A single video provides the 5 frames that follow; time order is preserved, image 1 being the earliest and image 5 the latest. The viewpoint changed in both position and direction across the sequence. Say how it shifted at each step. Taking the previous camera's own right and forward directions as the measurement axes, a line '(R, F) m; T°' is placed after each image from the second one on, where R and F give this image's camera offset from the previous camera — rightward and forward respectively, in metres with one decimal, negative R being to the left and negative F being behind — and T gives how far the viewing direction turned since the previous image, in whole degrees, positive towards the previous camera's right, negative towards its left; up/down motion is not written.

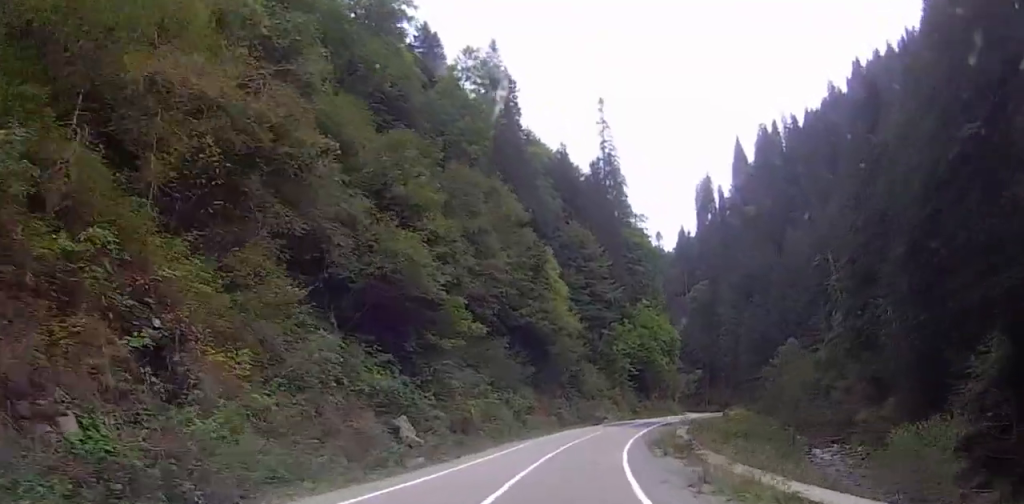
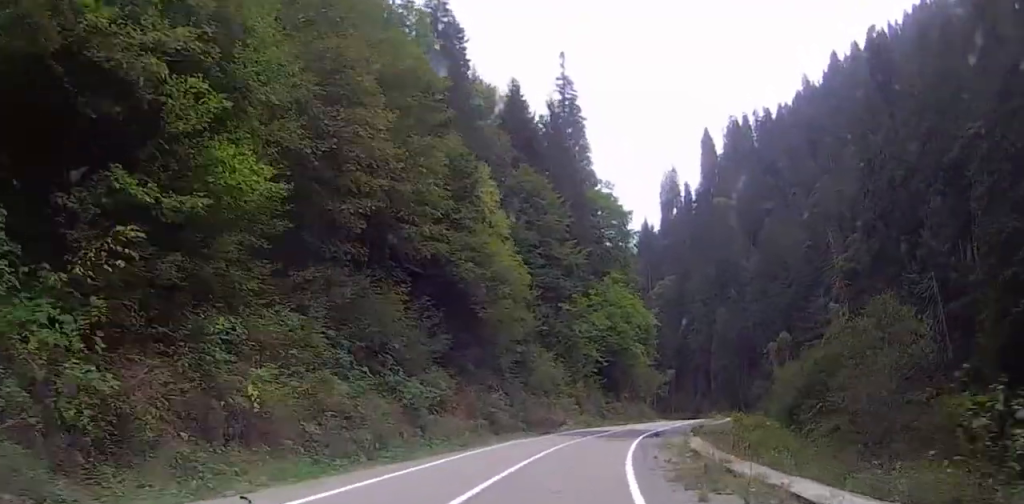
(0.0, +21.6) m; 0°
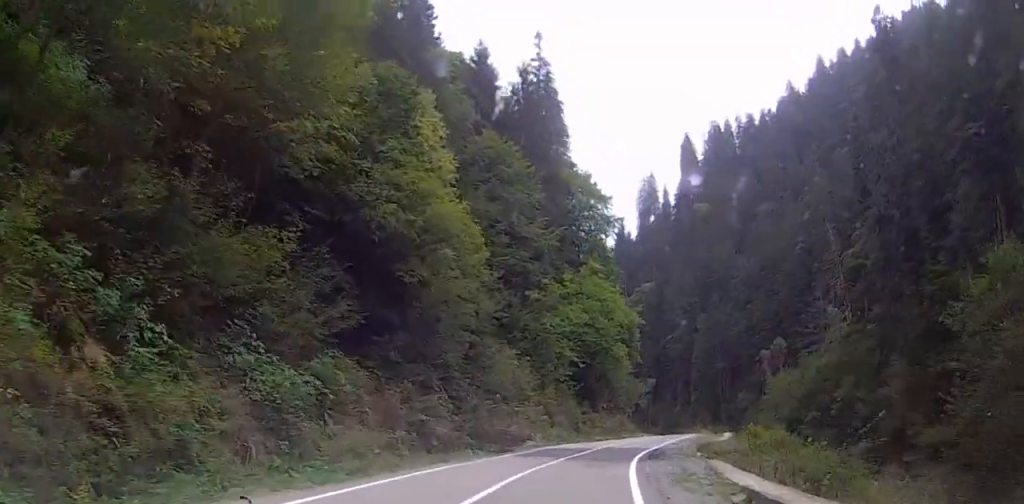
(0.0, +11.2) m; 0°
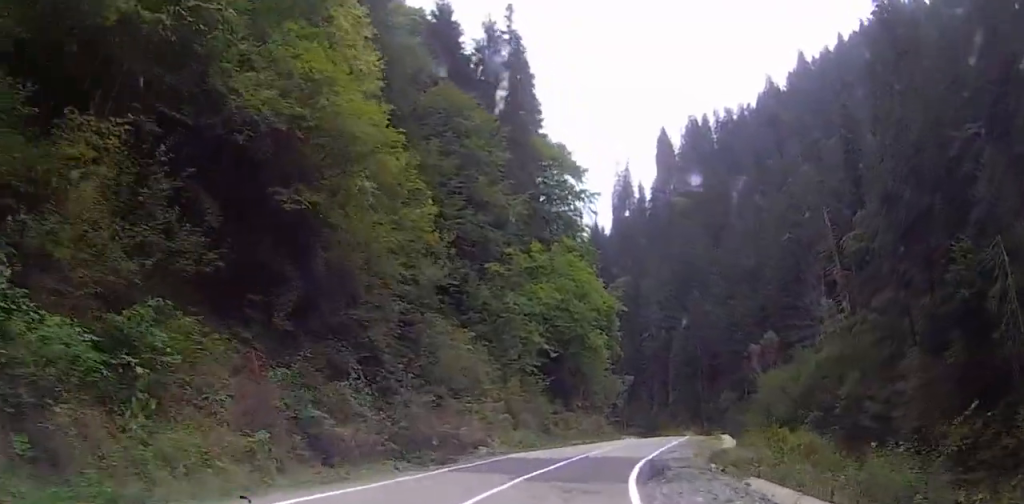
(0.0, +8.9) m; 0°
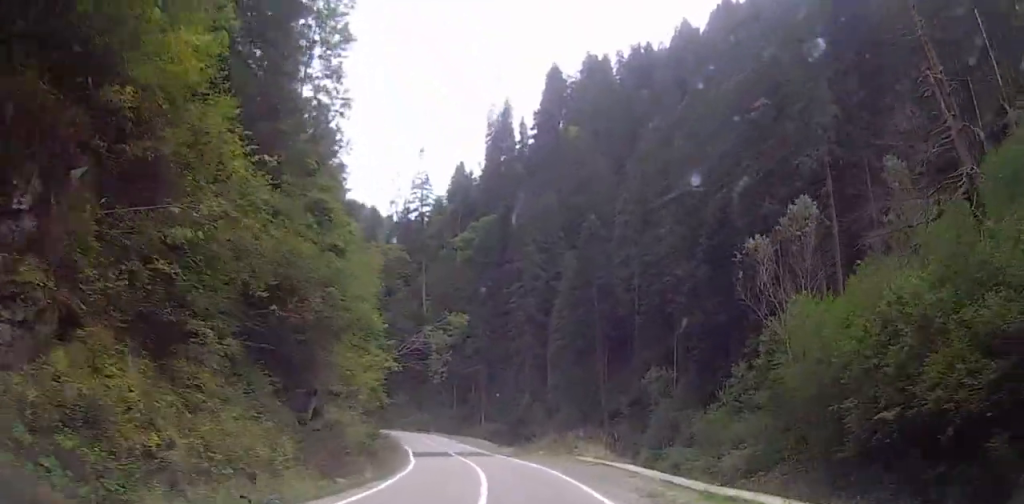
(-0.1, +60.5) m; 0°
